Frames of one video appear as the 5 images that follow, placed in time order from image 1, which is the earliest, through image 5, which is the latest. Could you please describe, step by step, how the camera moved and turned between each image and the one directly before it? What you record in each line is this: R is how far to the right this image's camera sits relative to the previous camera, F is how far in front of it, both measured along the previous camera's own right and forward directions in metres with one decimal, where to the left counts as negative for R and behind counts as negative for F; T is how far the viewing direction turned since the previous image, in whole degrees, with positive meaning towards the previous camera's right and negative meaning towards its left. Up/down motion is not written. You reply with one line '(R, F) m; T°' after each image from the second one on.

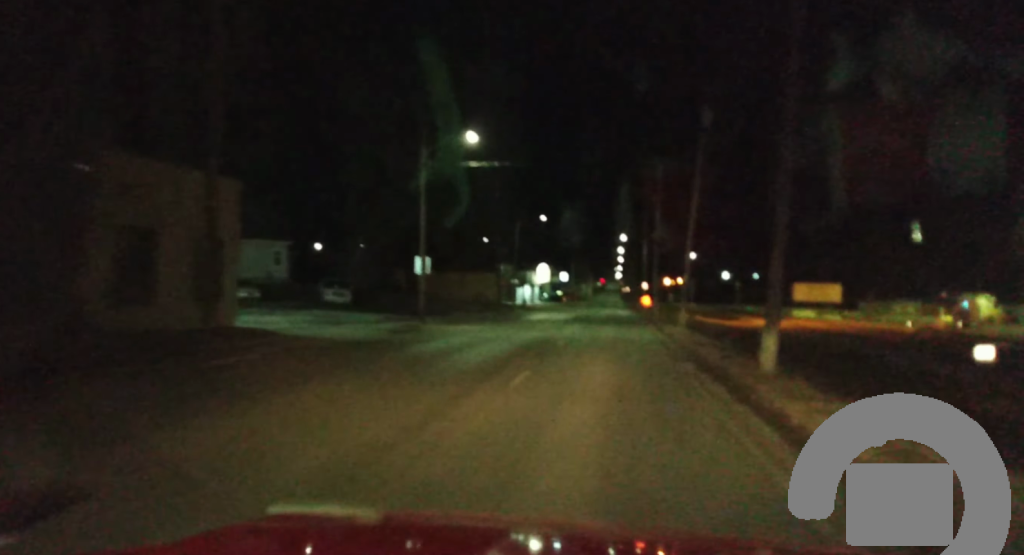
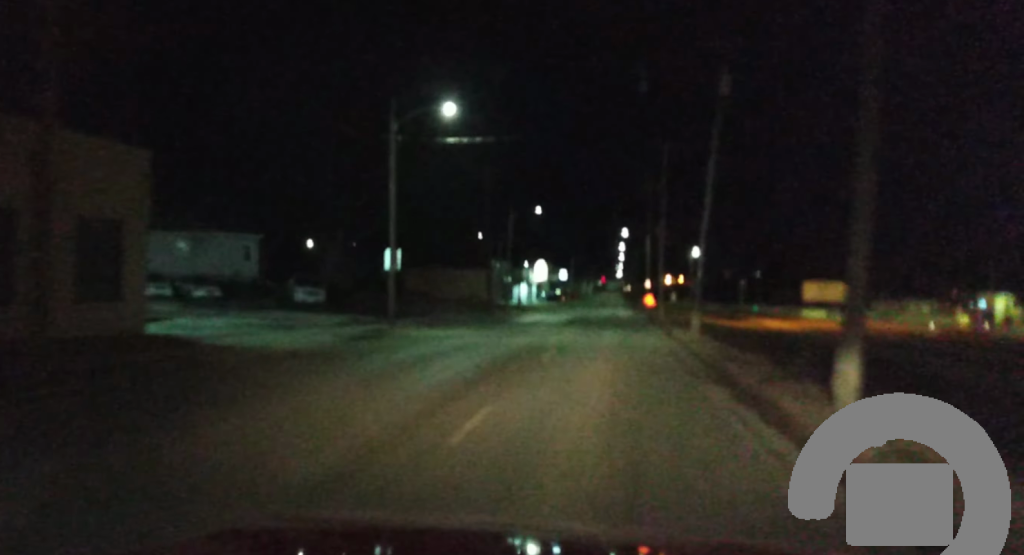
(+0.1, +6.4) m; 0°
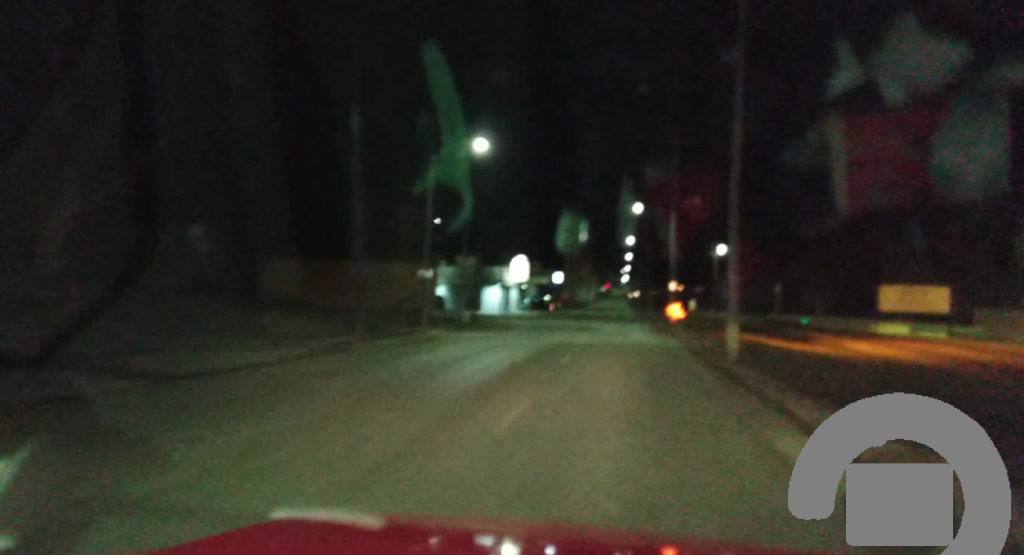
(-1.4, +36.1) m; -3°
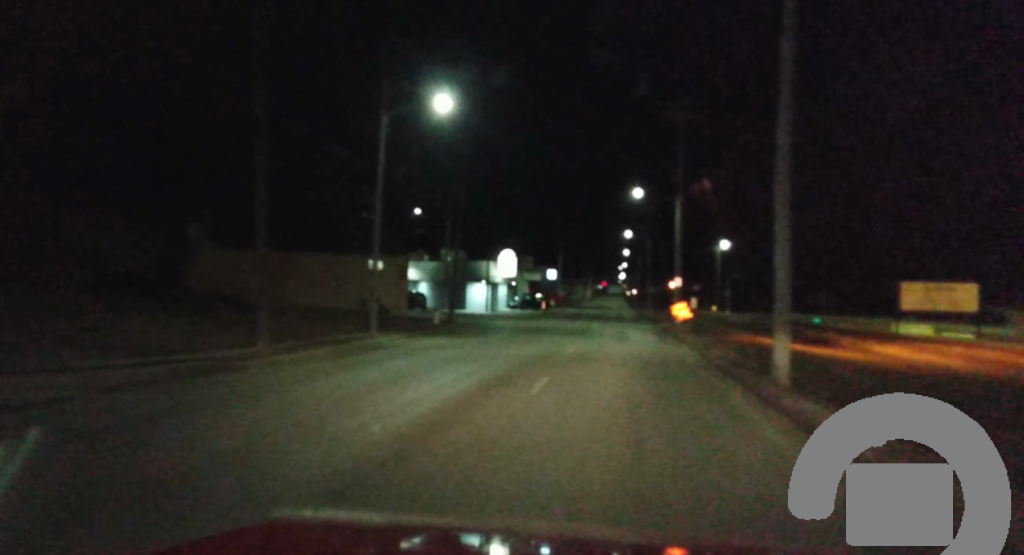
(0.0, +8.2) m; 0°
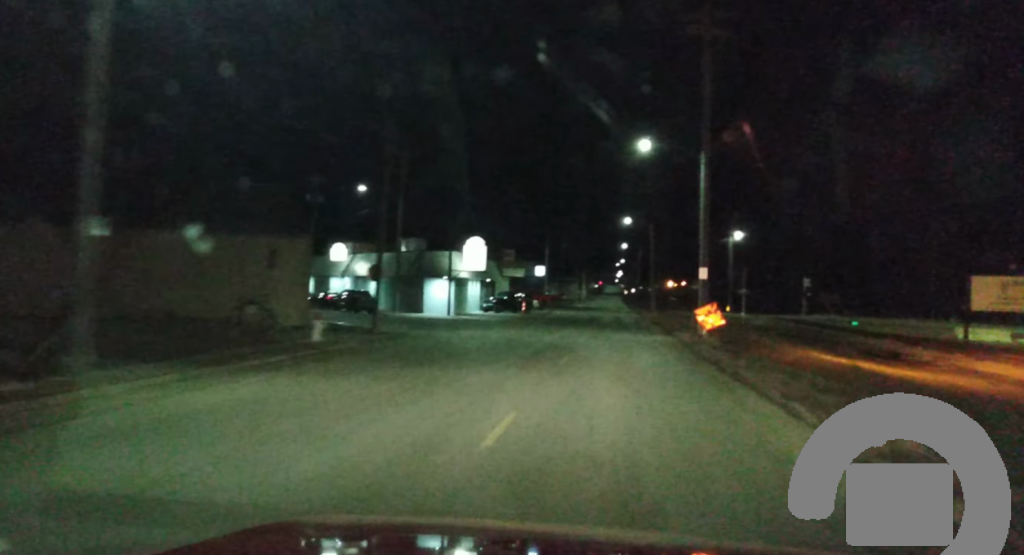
(+0.2, +17.5) m; +1°
